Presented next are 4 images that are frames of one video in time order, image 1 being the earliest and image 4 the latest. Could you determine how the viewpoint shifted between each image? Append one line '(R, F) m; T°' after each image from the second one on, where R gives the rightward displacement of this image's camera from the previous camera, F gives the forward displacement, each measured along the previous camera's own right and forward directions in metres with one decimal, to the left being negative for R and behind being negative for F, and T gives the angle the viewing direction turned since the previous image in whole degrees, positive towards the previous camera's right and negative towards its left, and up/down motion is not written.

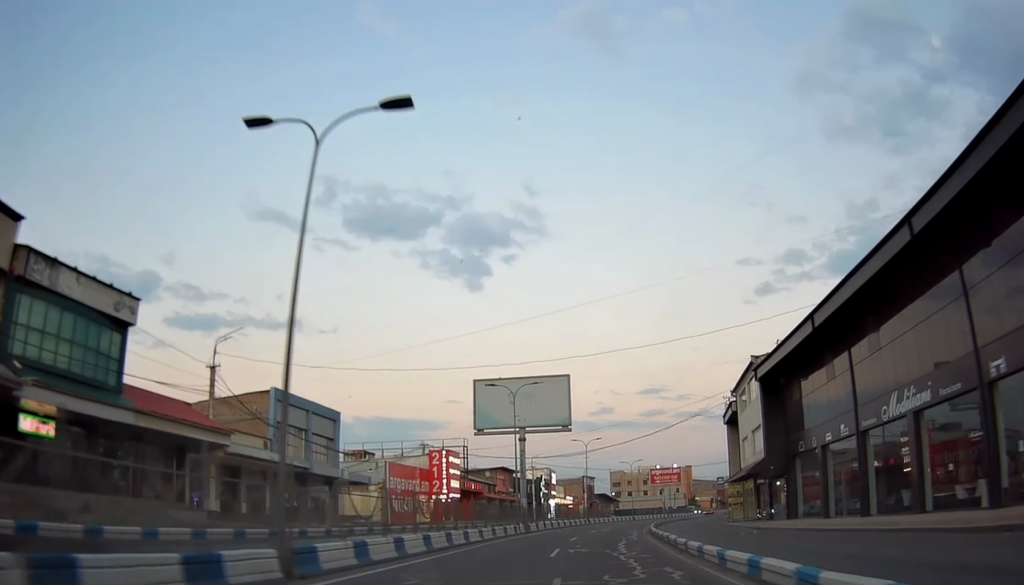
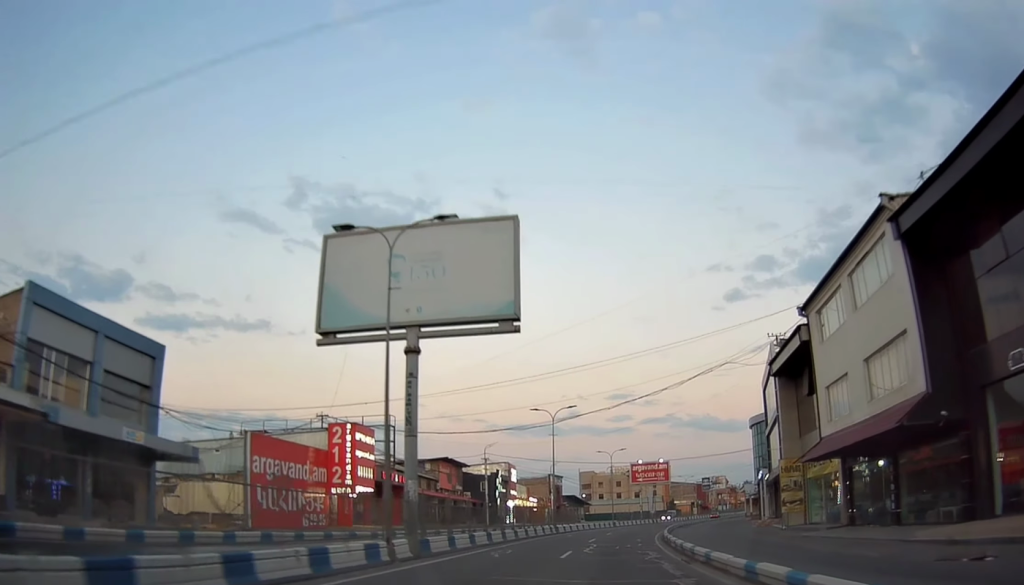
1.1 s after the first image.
(+0.8, +23.8) m; +3°
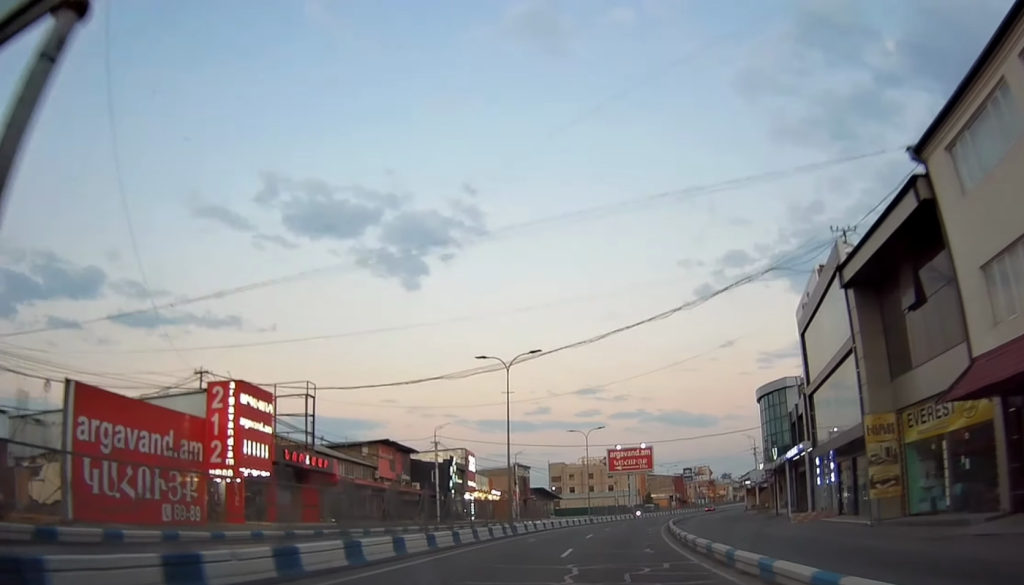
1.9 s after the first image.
(+0.3, +15.3) m; +2°
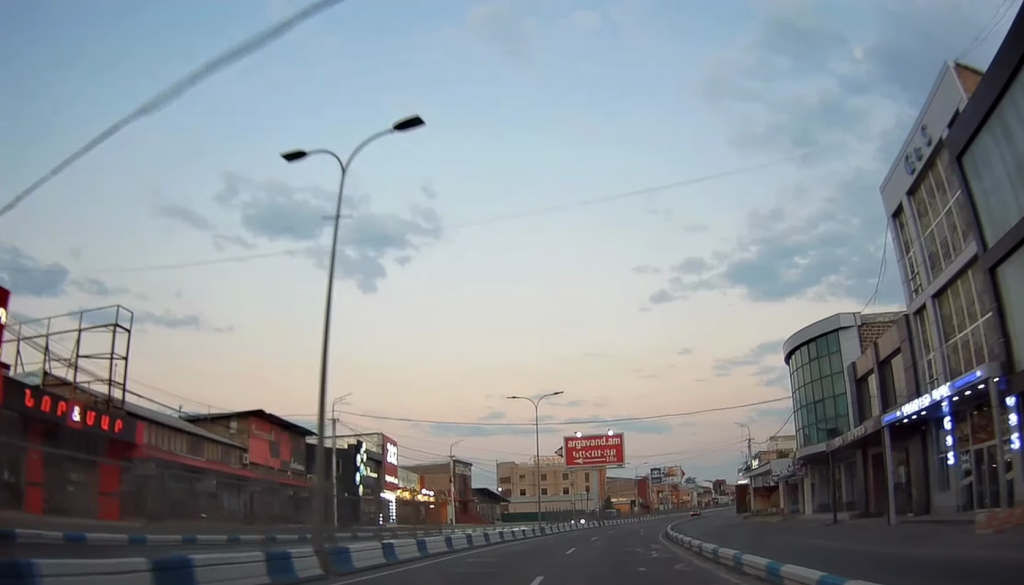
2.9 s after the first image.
(+0.4, +21.2) m; +3°
